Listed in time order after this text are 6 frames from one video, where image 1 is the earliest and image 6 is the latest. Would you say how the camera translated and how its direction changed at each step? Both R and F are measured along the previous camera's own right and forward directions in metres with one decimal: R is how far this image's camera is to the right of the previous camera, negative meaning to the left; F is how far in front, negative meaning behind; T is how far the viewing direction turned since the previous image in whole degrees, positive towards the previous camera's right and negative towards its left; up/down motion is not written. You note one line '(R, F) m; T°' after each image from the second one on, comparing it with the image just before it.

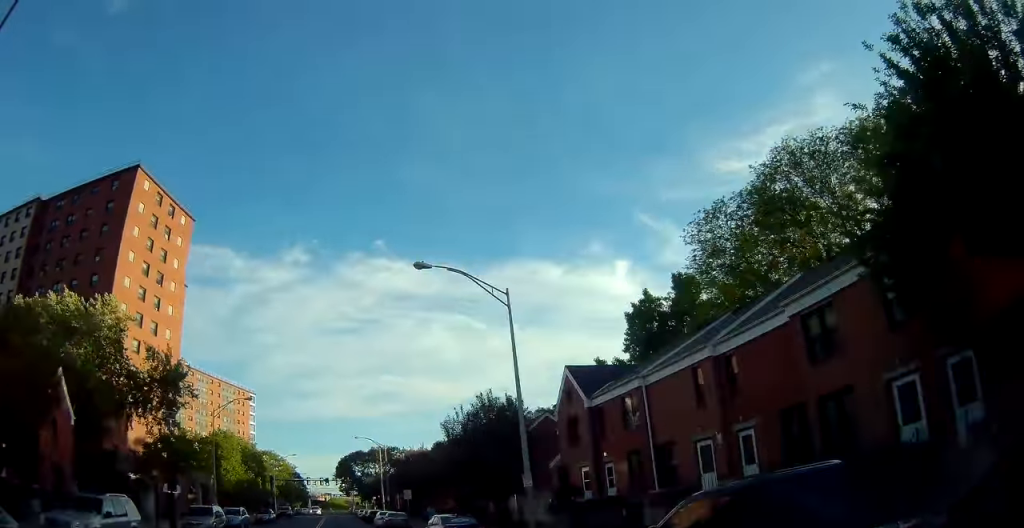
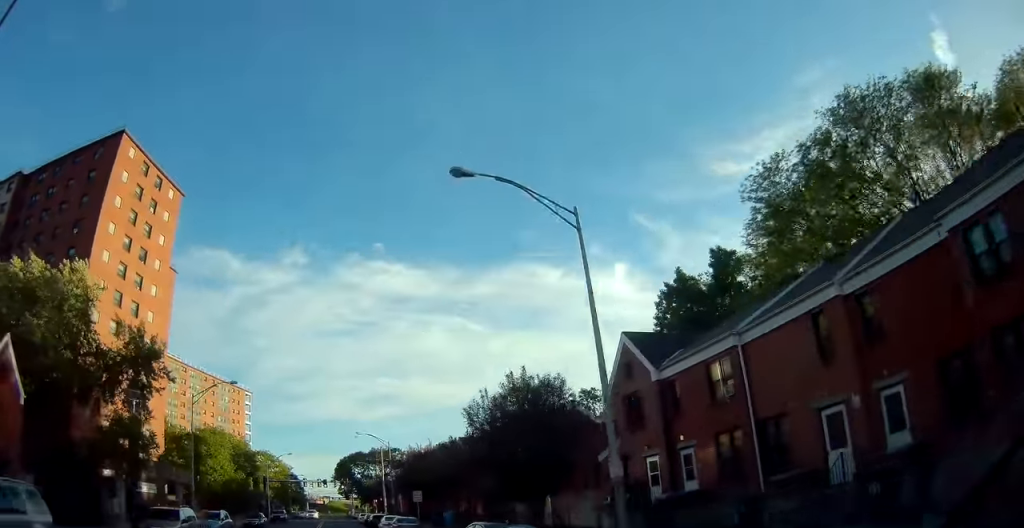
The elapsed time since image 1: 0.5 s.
(0.0, +6.3) m; -1°
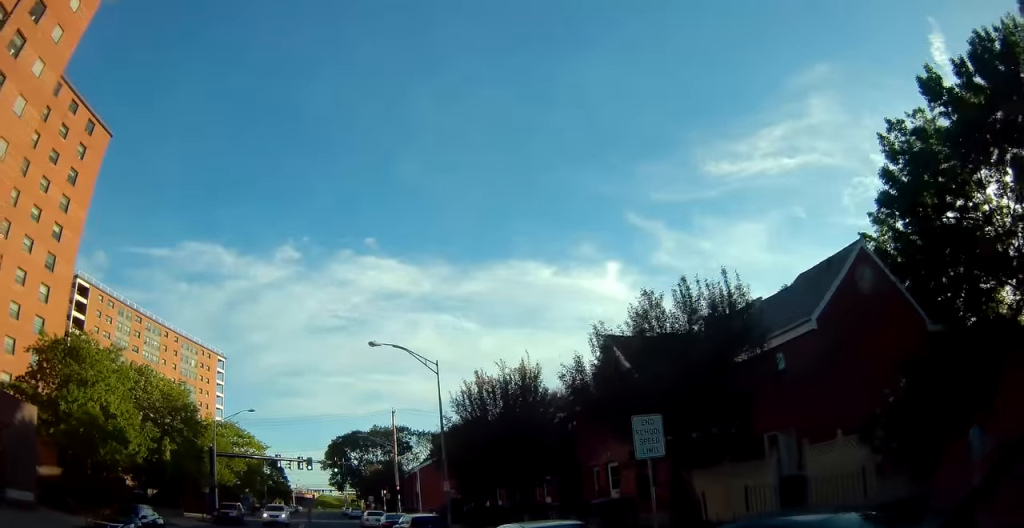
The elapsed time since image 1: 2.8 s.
(+0.3, +30.4) m; +2°
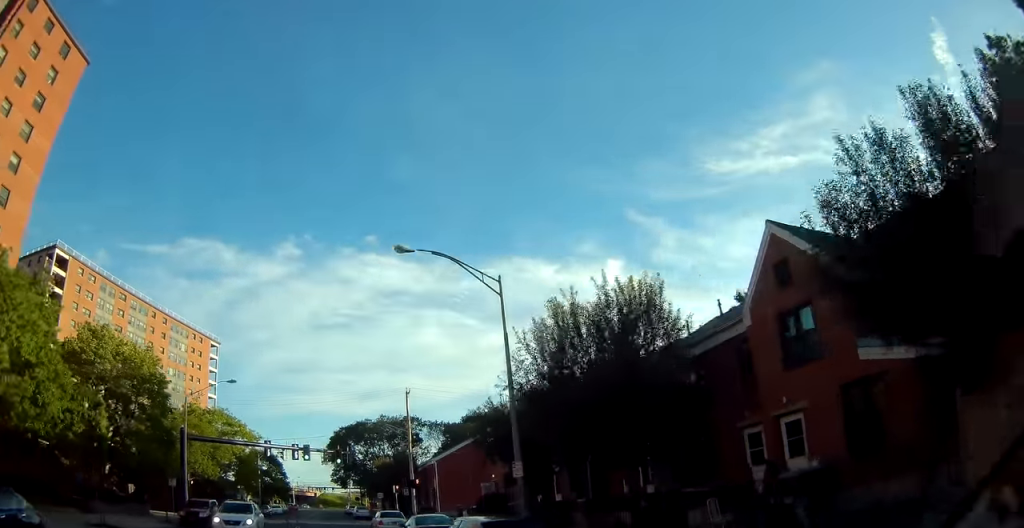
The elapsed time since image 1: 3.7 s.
(-0.1, +10.4) m; 0°
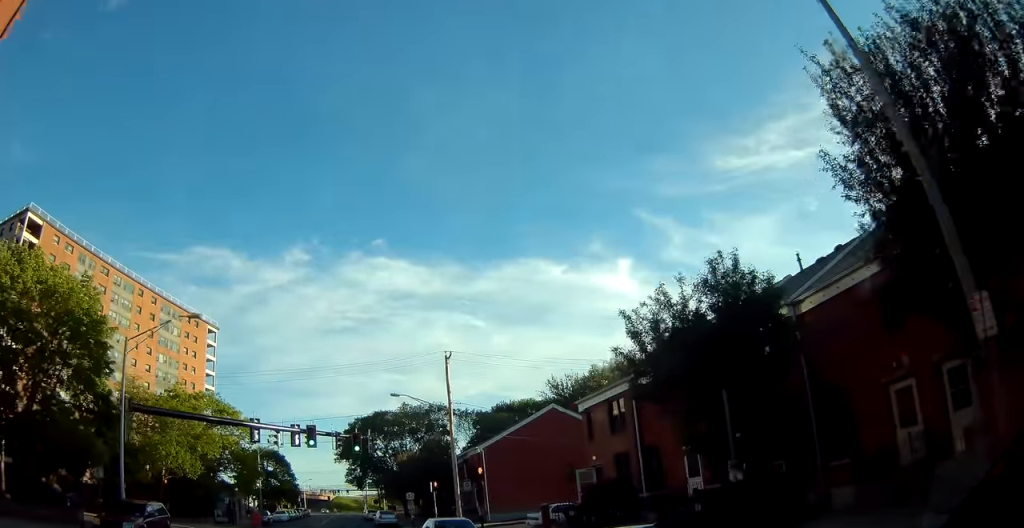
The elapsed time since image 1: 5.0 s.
(0.0, +13.6) m; -2°
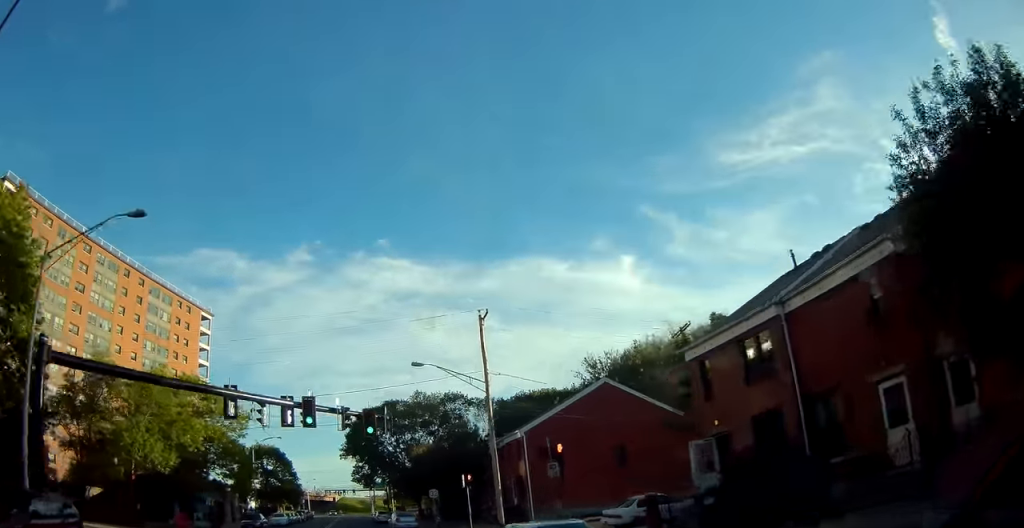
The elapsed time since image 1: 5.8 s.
(-0.3, +8.8) m; -2°
